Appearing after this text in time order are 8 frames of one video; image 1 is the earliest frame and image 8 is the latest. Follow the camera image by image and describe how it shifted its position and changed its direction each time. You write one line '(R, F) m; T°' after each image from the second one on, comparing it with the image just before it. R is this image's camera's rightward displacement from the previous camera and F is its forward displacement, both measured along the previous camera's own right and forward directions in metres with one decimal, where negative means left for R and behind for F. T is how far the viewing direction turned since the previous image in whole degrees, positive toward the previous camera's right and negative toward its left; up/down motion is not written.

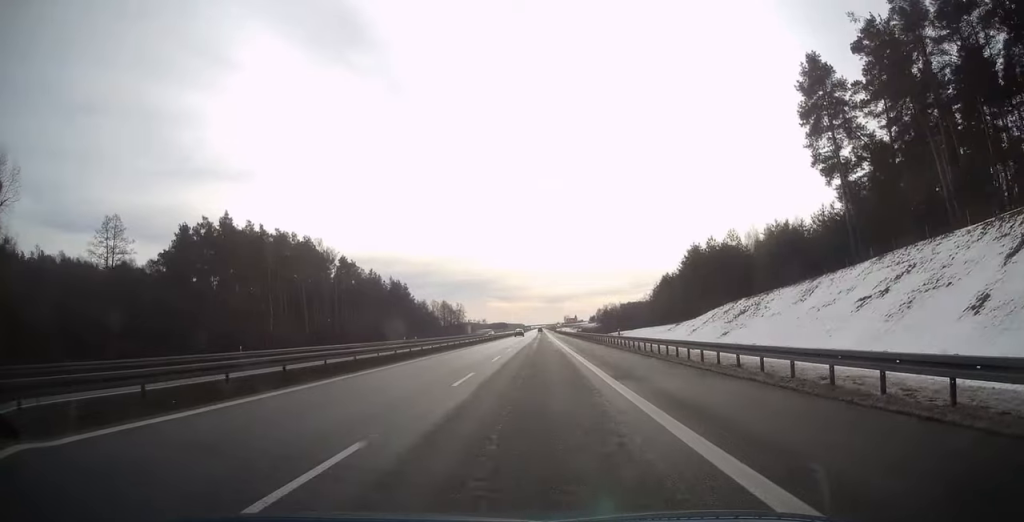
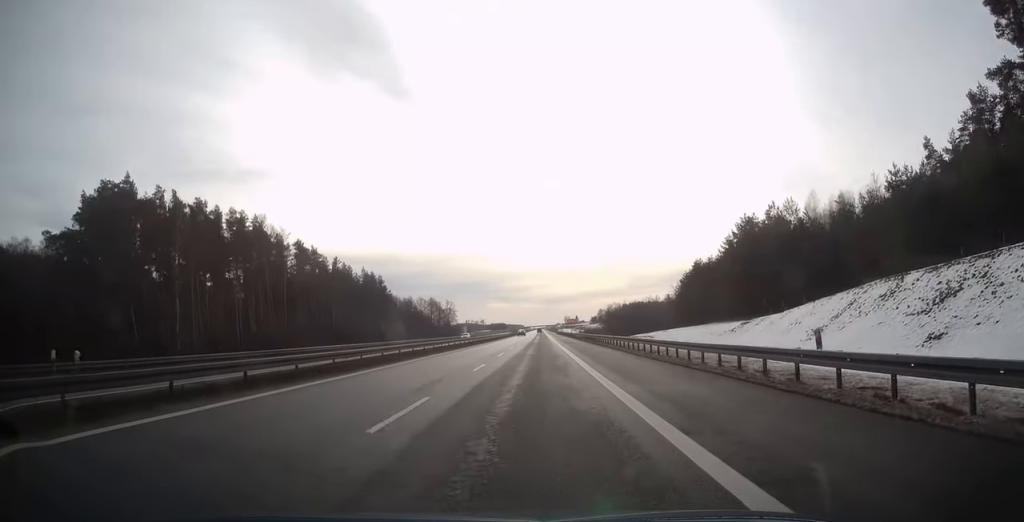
(+0.1, +30.5) m; 0°
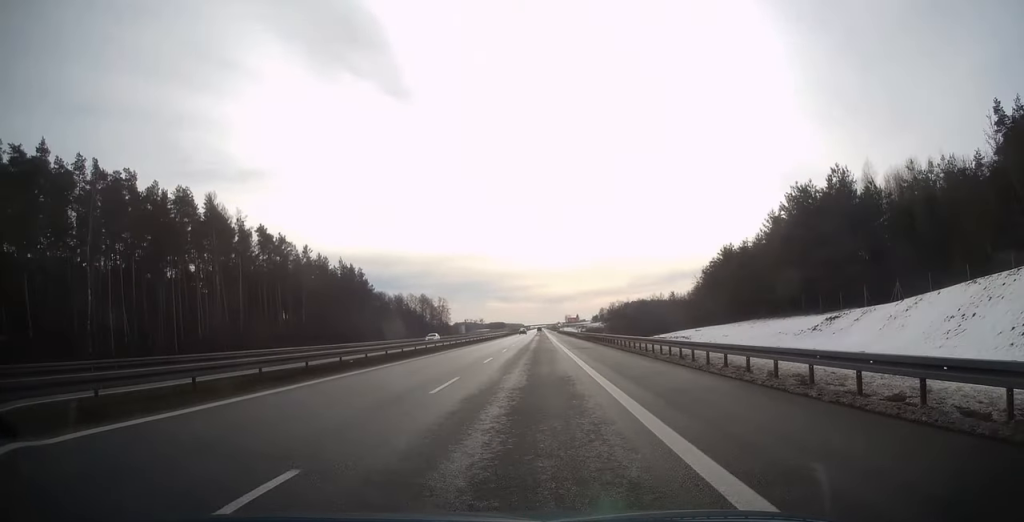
(+0.1, +18.9) m; 0°
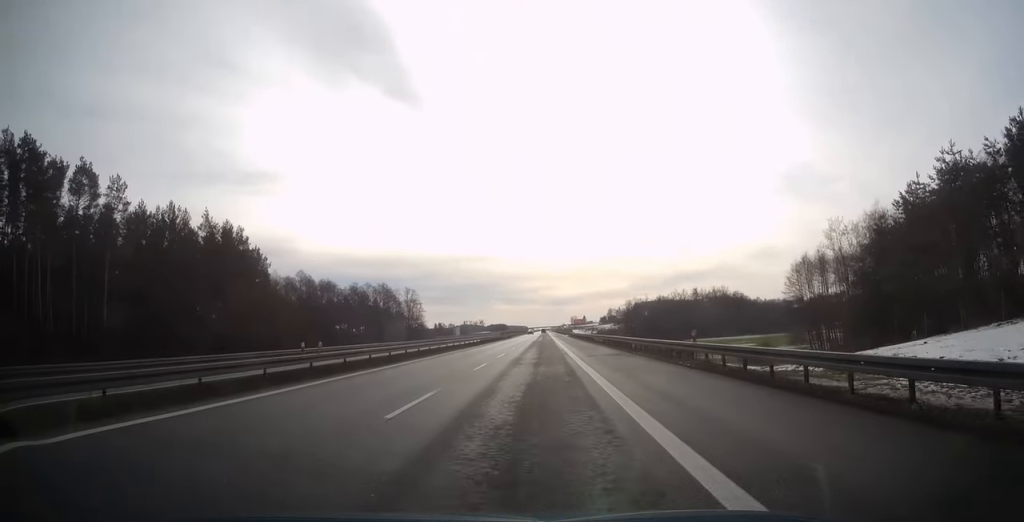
(0.0, +63.8) m; 0°
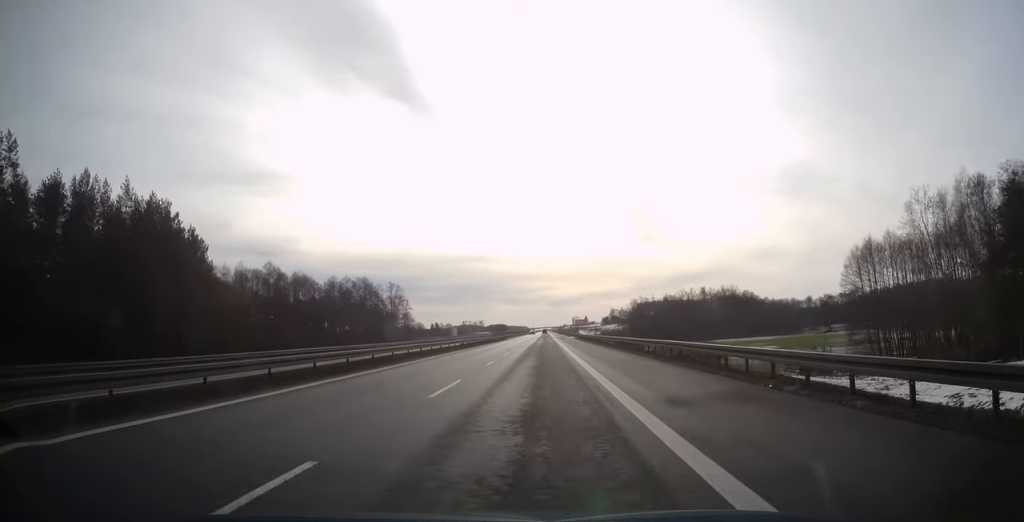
(-0.1, +19.9) m; 0°
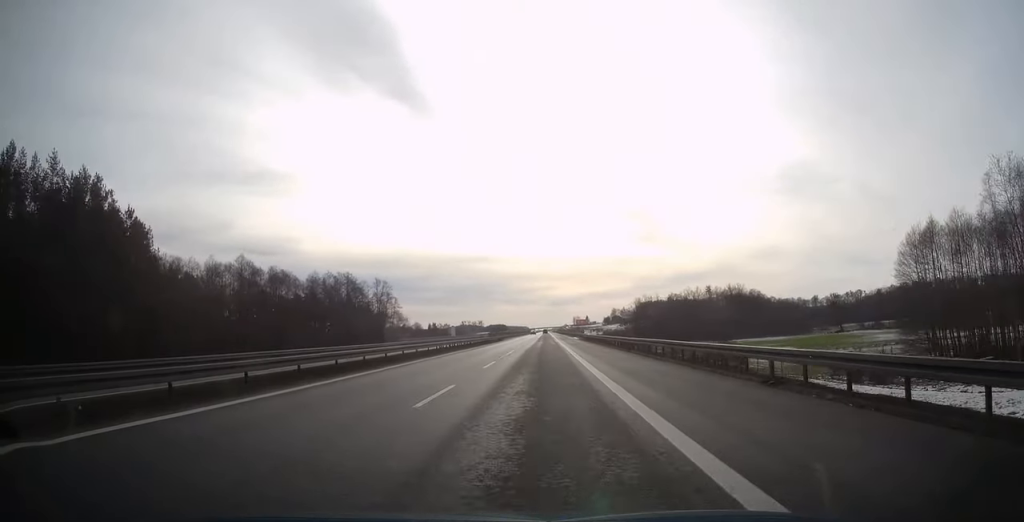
(0.0, +13.8) m; 0°
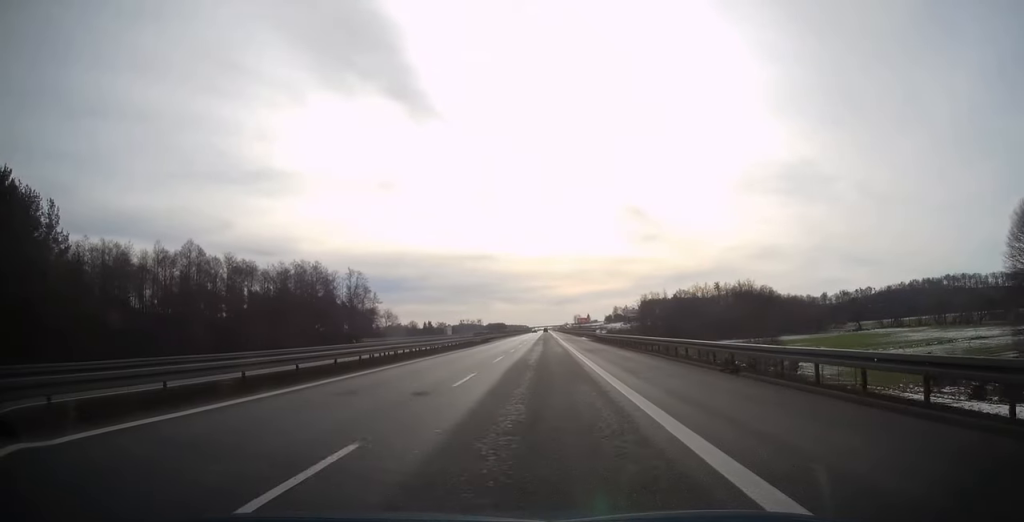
(+0.1, +20.4) m; 0°
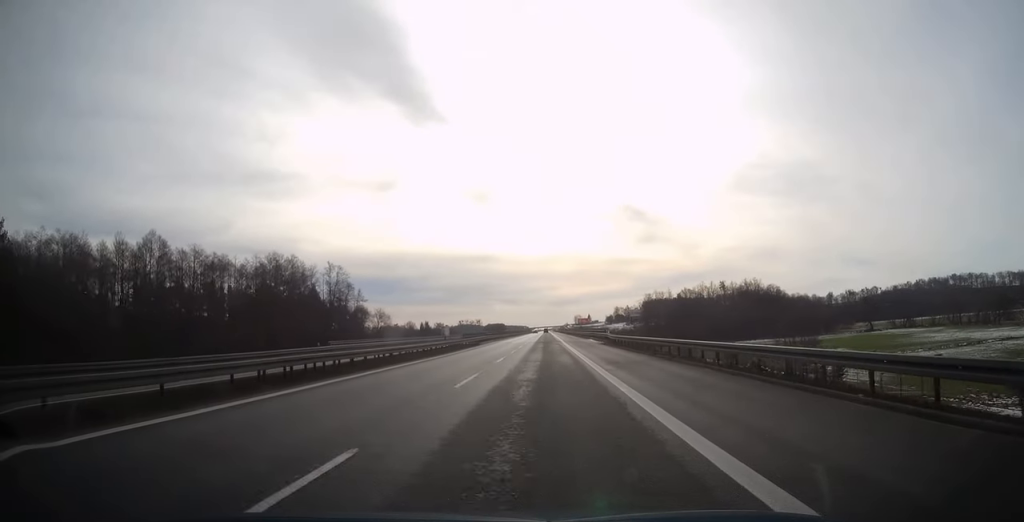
(0.0, +12.2) m; 0°
